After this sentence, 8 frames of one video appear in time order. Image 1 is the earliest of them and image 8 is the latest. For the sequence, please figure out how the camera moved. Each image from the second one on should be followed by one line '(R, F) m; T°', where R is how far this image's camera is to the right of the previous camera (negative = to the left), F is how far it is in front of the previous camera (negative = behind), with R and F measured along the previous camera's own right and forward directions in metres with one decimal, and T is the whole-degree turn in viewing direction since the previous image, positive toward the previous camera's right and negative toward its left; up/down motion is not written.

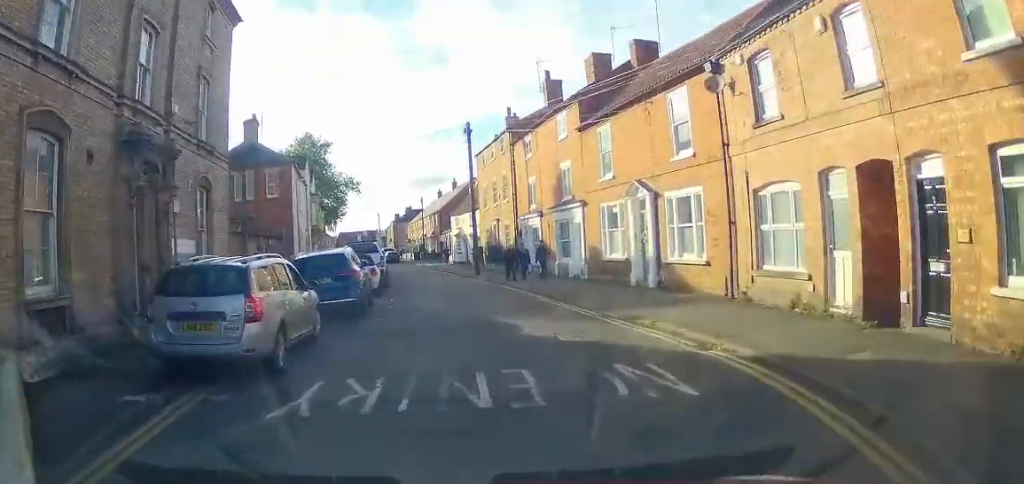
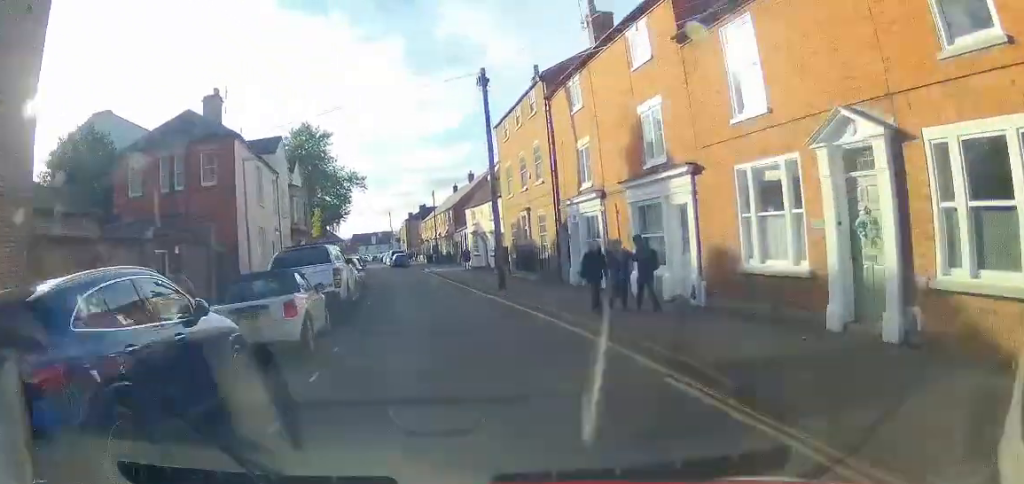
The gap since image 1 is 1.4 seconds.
(0.0, +10.5) m; 0°
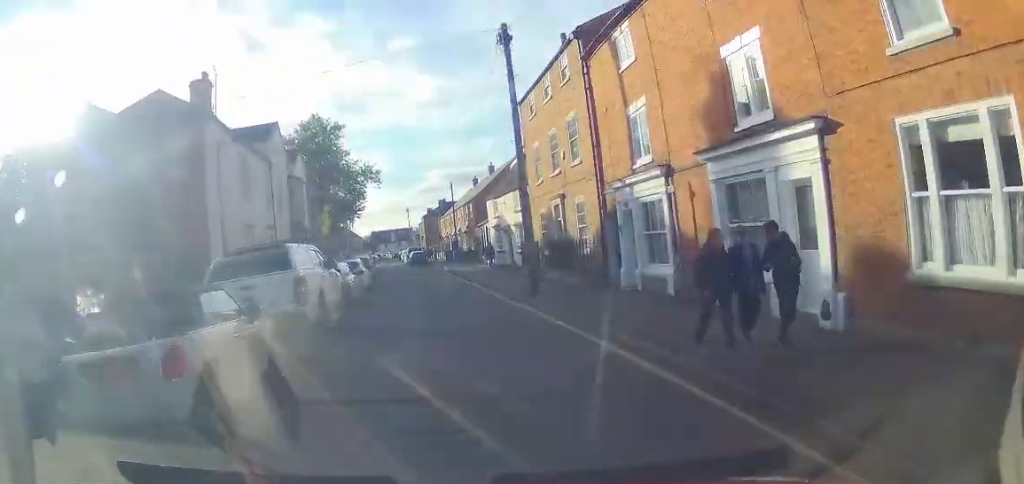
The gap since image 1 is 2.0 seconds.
(0.0, +4.5) m; -2°
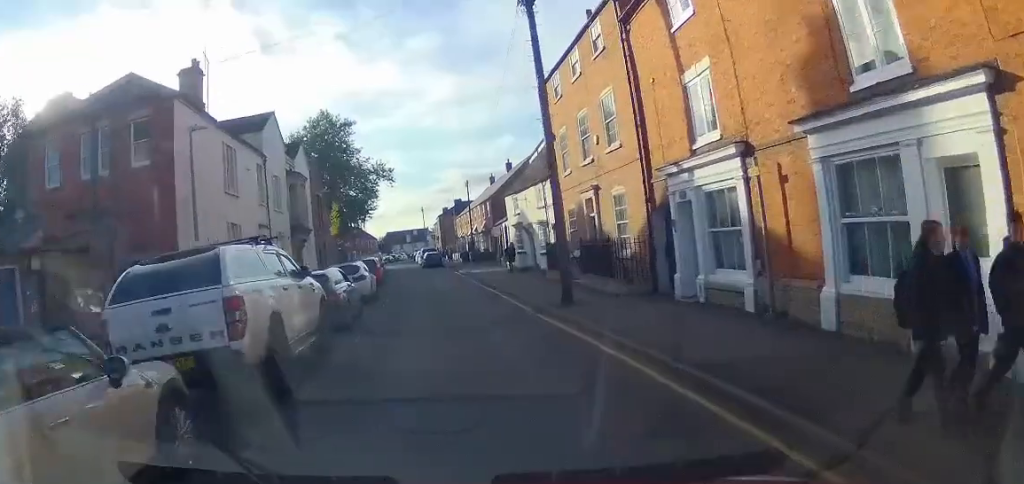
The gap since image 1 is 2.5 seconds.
(+0.1, +3.3) m; -3°
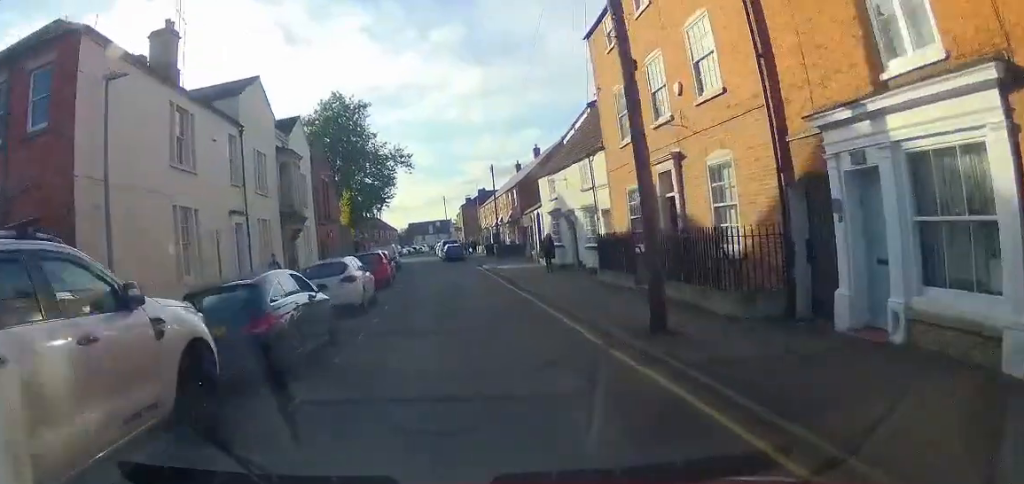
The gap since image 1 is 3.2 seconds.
(-0.4, +5.6) m; -5°
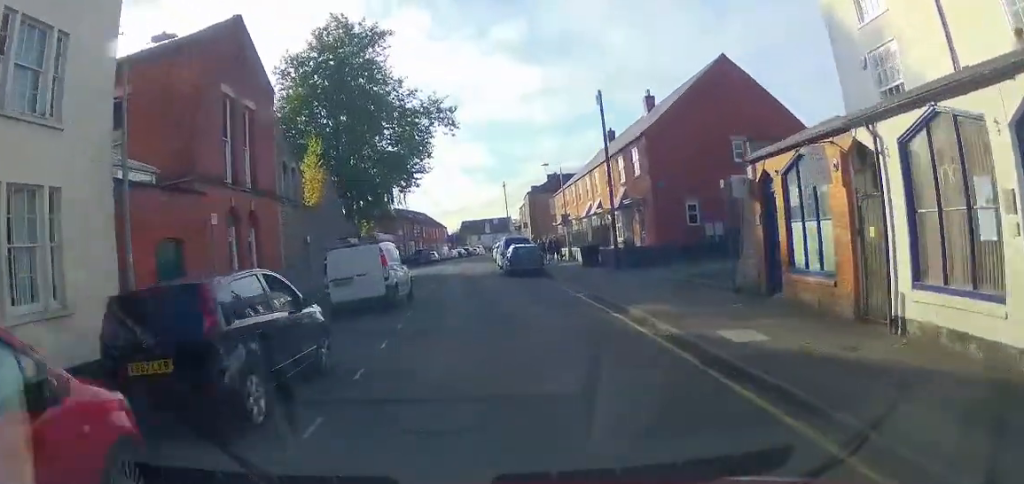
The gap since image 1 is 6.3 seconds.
(-2.0, +25.0) m; -7°
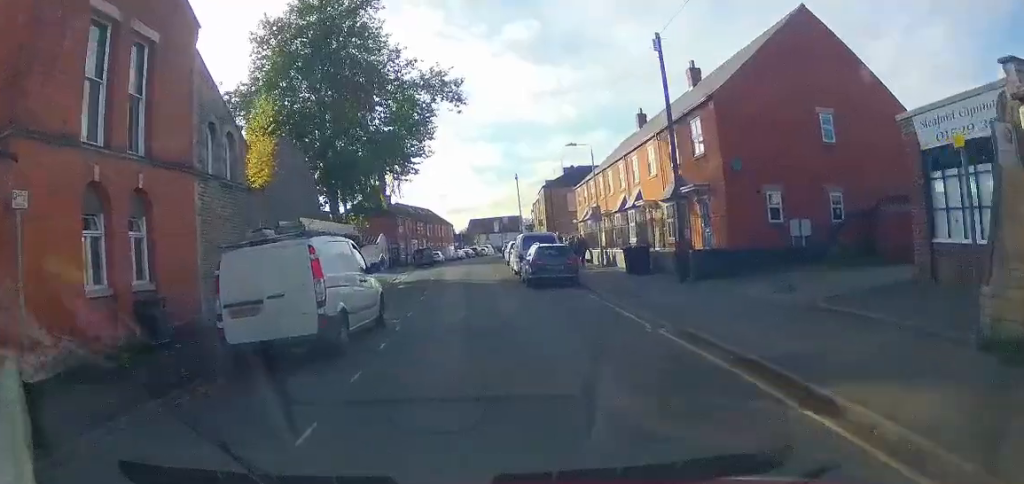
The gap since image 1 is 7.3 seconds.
(-0.1, +7.7) m; -2°
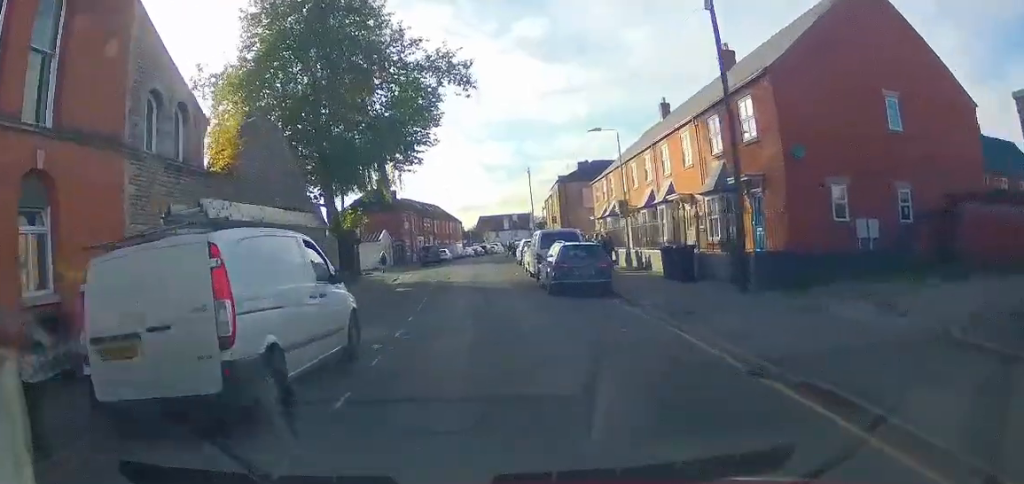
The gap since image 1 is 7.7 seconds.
(+0.1, +3.9) m; -1°
